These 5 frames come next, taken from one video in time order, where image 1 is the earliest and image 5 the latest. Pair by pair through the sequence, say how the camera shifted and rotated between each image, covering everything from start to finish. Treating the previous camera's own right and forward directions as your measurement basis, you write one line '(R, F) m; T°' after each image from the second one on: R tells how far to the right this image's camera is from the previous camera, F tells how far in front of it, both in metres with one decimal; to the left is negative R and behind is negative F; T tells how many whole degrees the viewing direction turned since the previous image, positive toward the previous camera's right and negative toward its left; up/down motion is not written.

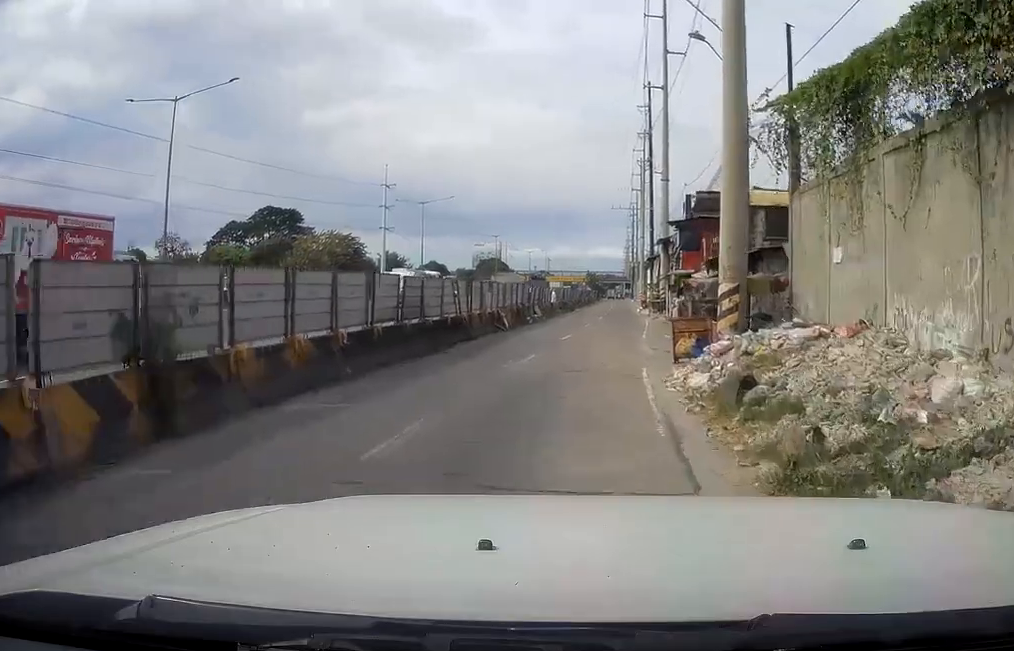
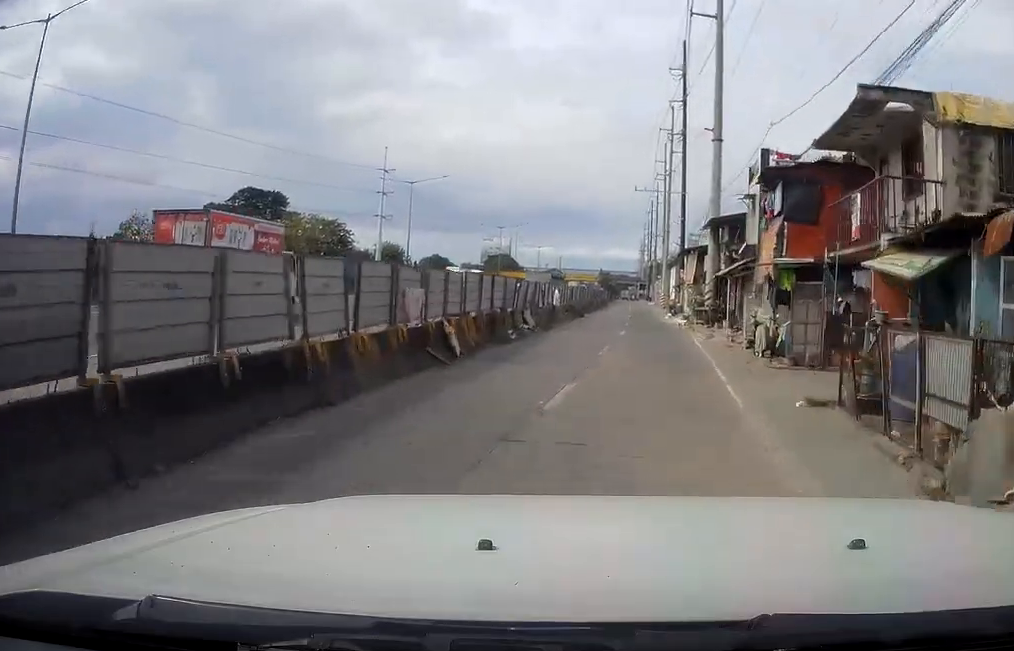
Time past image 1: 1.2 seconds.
(+0.7, +14.3) m; +3°
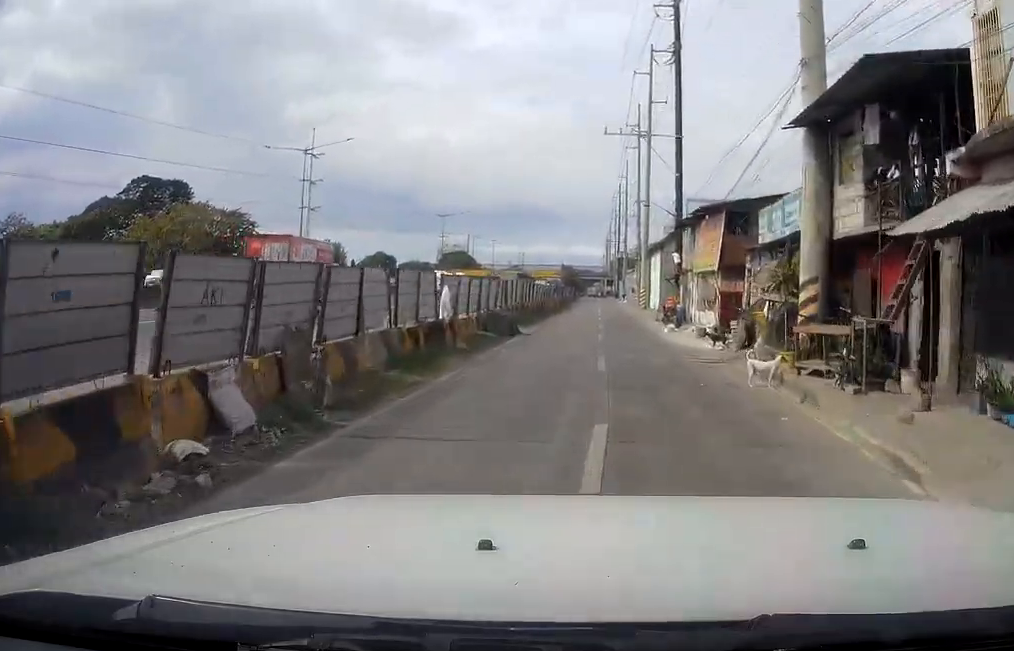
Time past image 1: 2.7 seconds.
(-0.4, +21.7) m; 0°
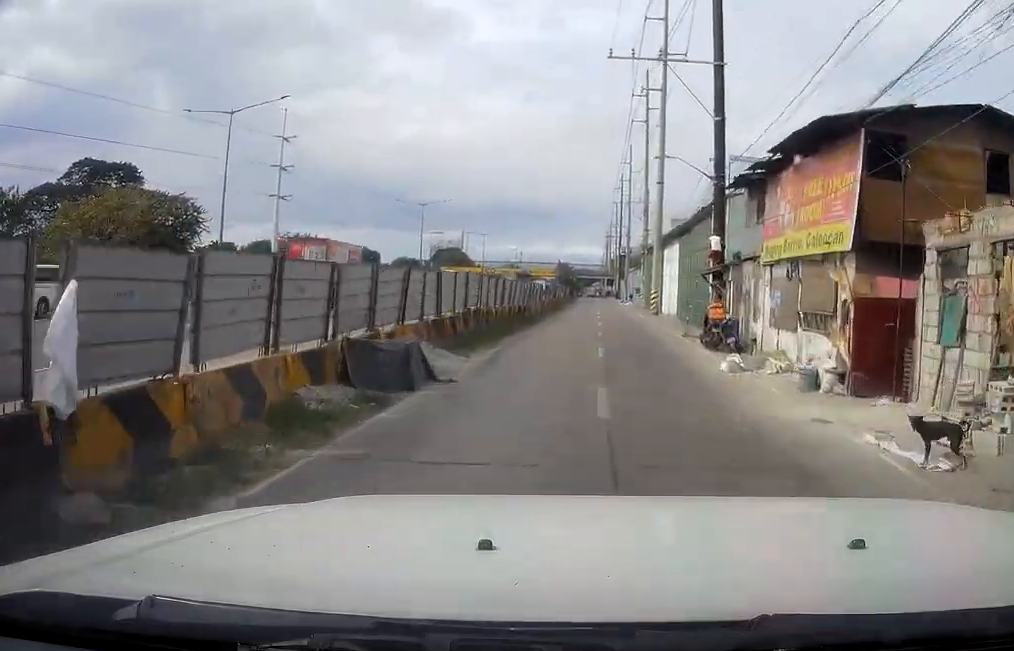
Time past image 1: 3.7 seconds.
(+0.2, +14.5) m; +1°
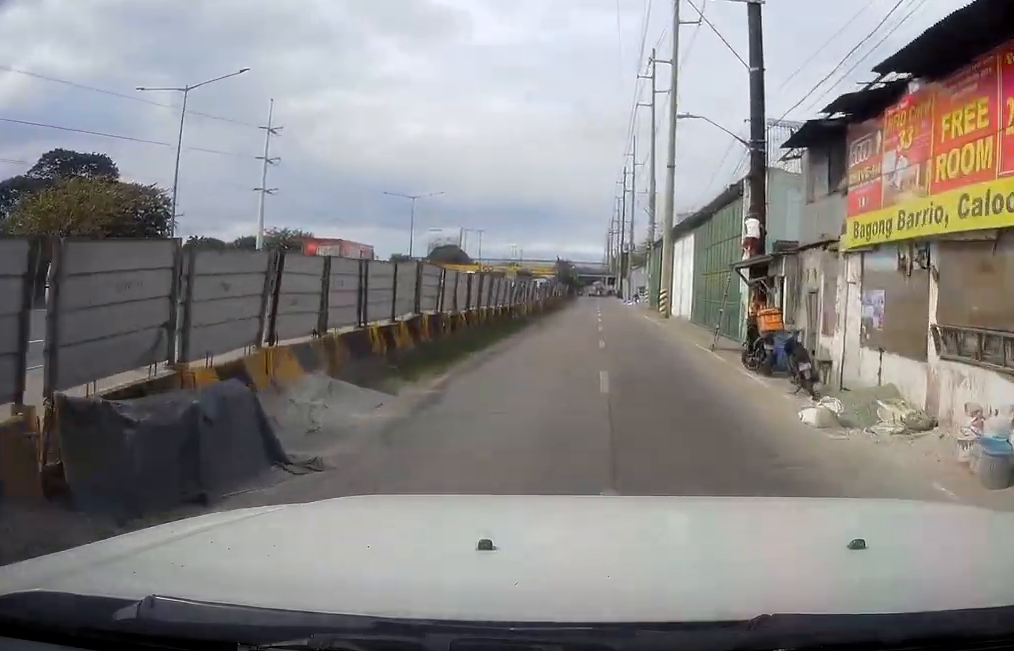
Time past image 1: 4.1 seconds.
(+0.1, +6.7) m; +1°
